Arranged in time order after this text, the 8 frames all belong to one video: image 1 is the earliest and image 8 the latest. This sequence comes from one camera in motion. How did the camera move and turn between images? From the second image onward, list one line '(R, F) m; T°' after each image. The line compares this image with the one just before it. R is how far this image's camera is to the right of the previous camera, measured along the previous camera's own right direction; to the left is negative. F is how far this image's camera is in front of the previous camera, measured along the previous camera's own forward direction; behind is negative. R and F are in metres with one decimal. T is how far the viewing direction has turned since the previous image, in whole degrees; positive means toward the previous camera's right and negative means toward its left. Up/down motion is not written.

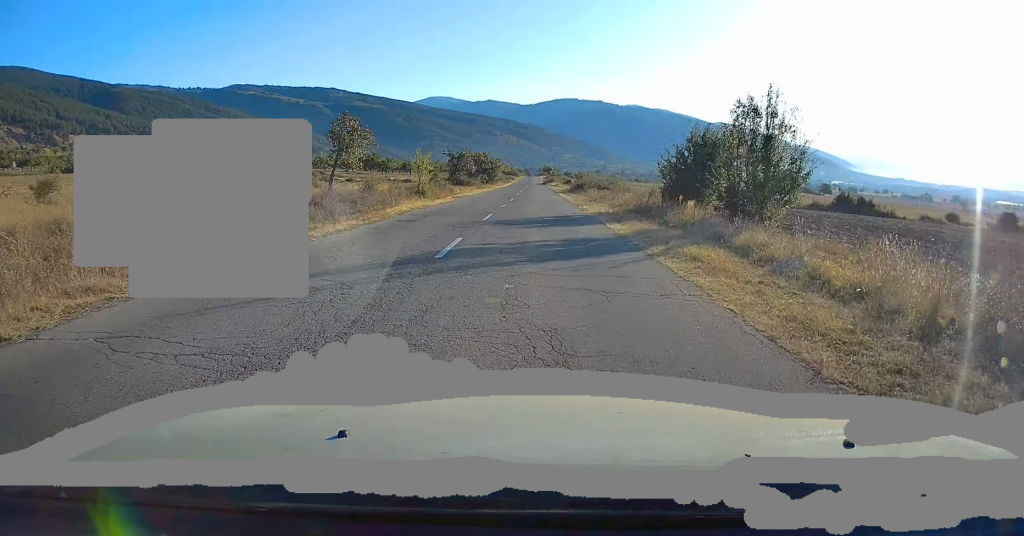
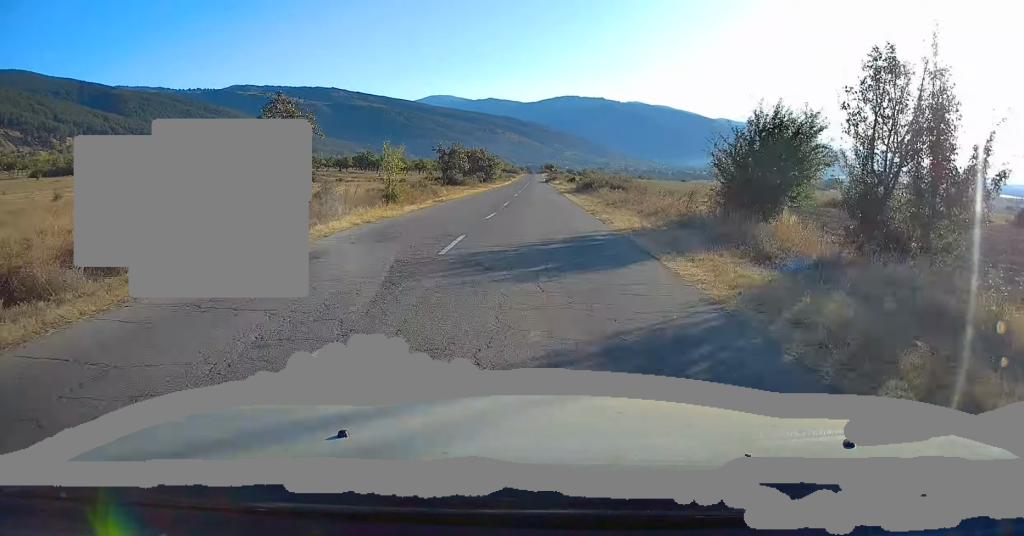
(-0.2, +8.0) m; 0°
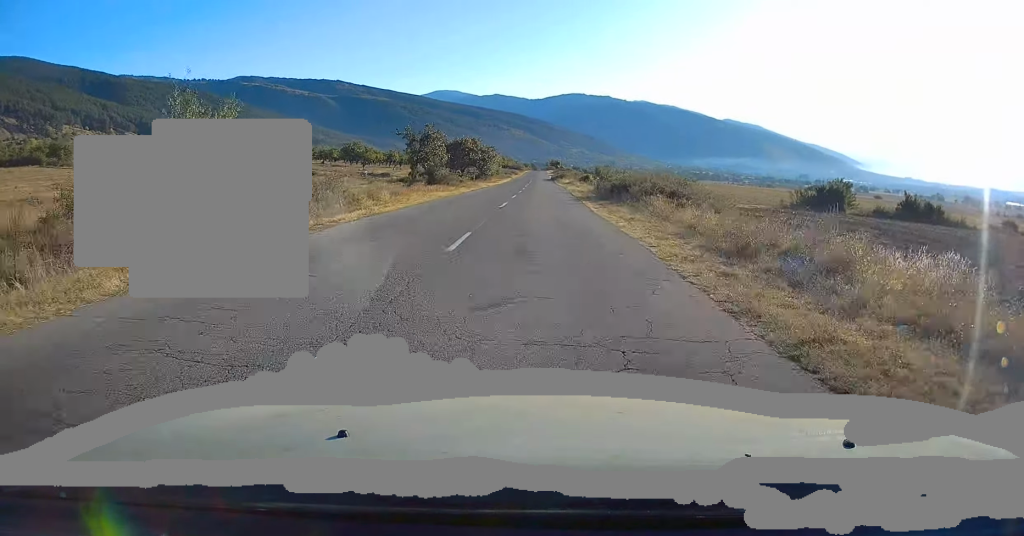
(0.0, +18.0) m; 0°
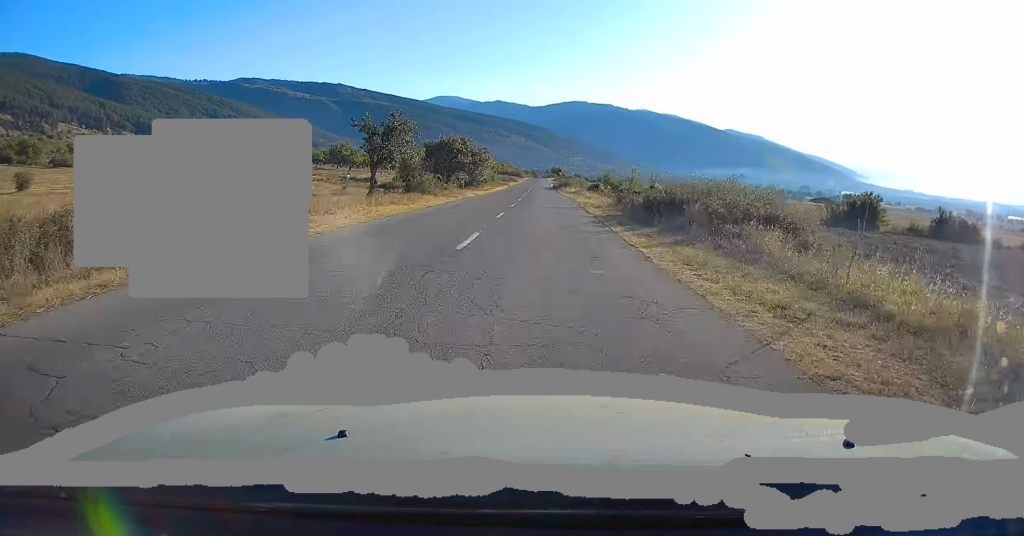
(+0.2, +11.8) m; 0°
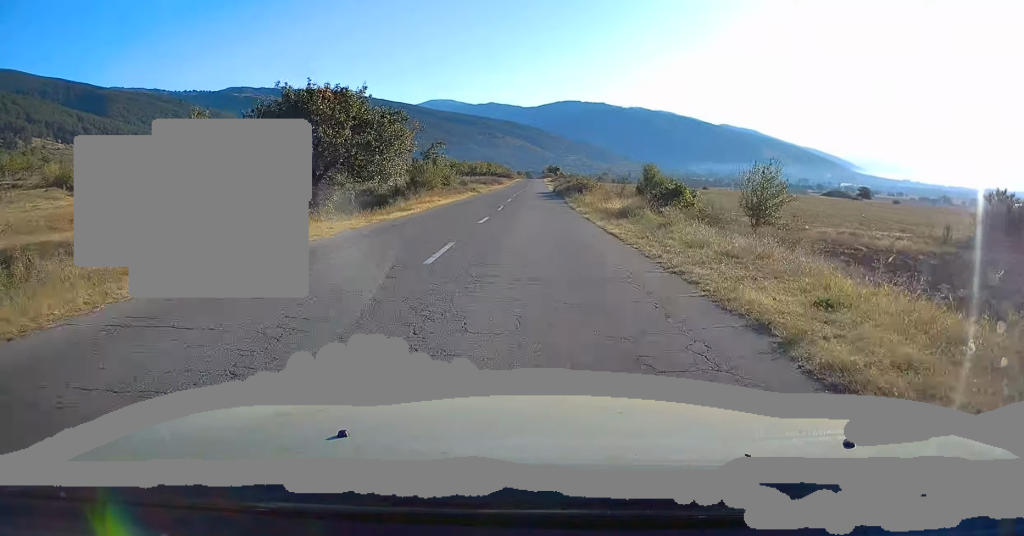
(0.0, +38.5) m; 0°
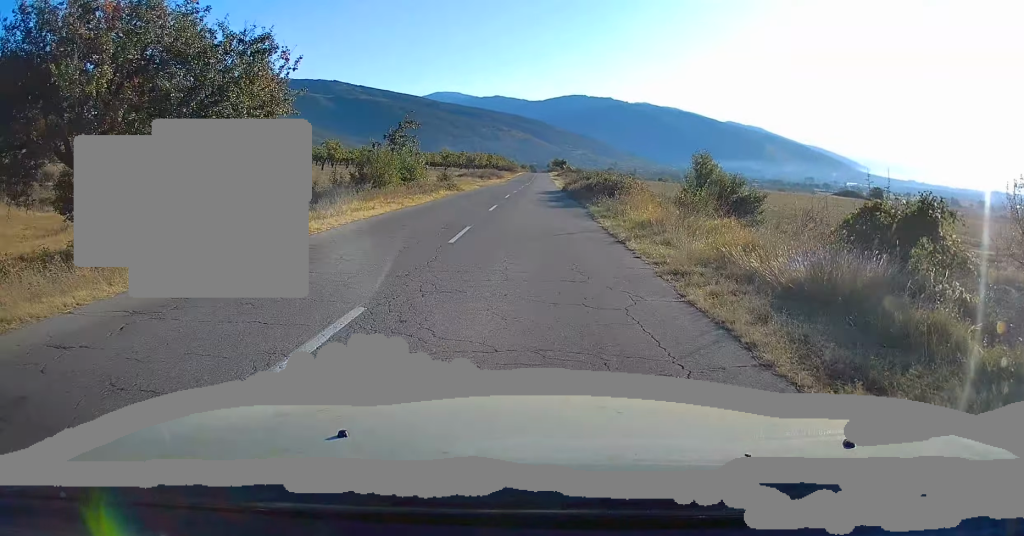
(-0.4, +15.4) m; 0°
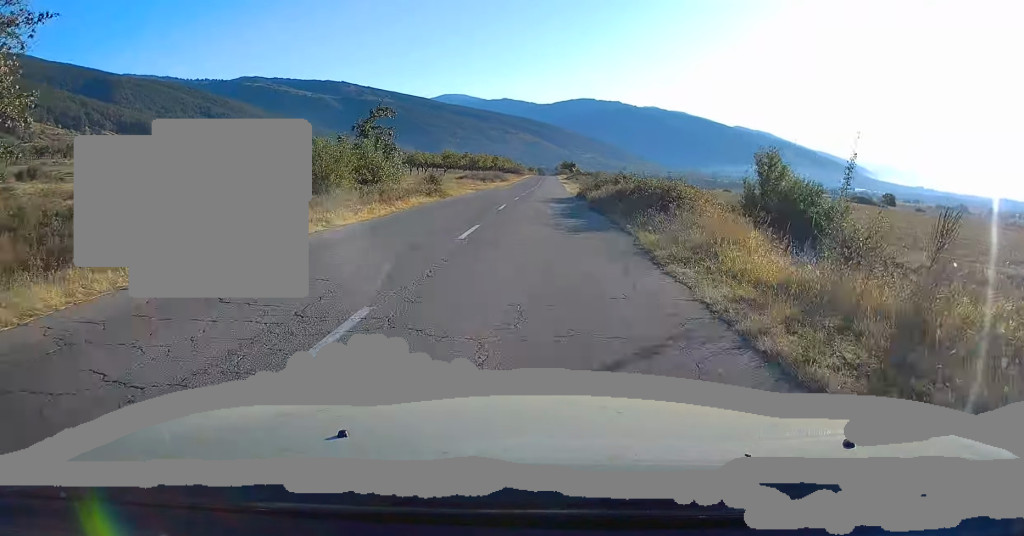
(+0.2, +9.2) m; 0°
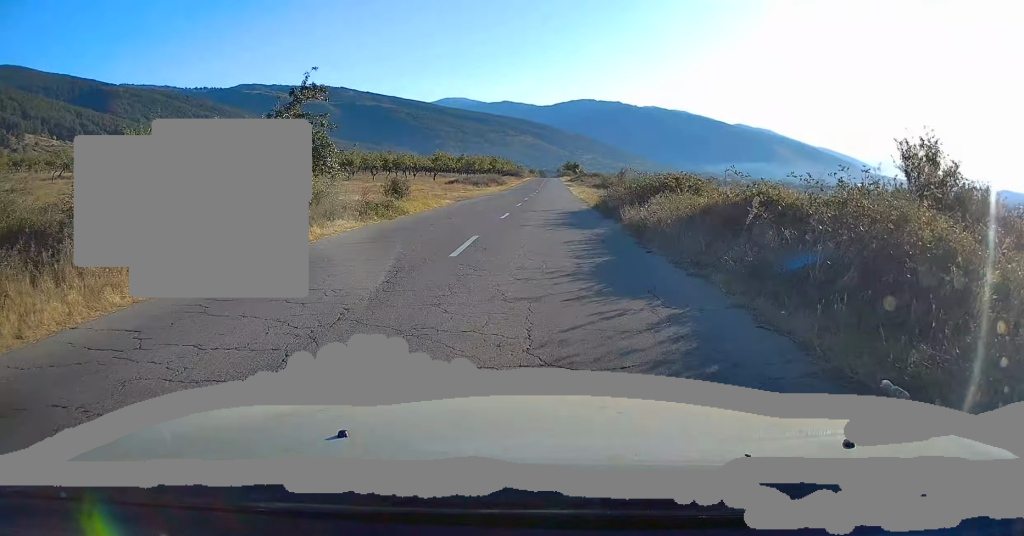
(+0.2, +11.0) m; 0°
